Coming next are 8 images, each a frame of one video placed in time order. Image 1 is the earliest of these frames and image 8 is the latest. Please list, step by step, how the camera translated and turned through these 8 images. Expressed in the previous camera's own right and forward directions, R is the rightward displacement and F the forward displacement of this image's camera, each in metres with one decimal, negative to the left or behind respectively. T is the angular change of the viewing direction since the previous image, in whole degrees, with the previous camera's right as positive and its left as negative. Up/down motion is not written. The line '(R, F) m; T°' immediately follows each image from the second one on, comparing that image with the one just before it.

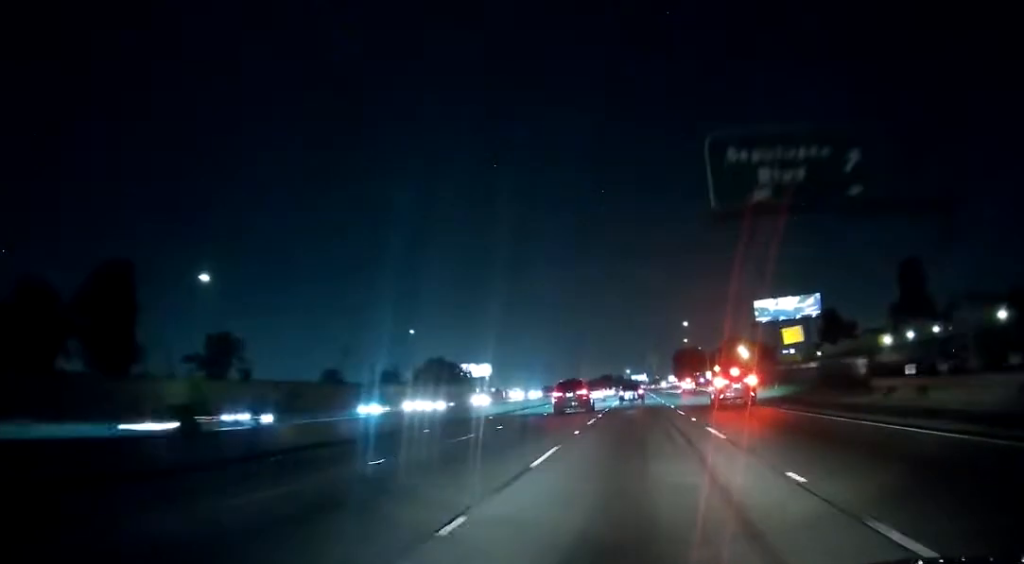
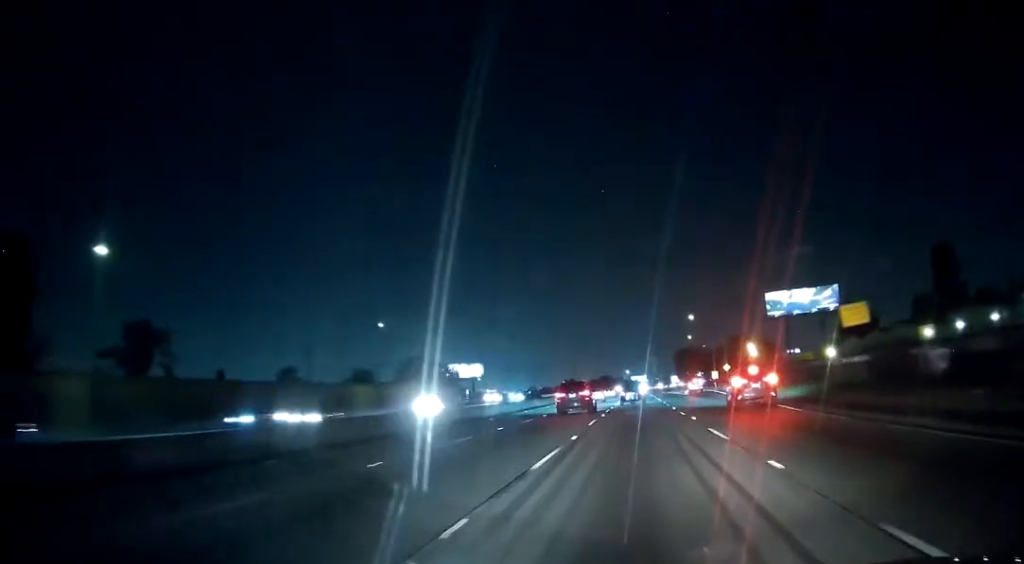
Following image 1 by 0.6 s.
(0.0, +15.3) m; 0°
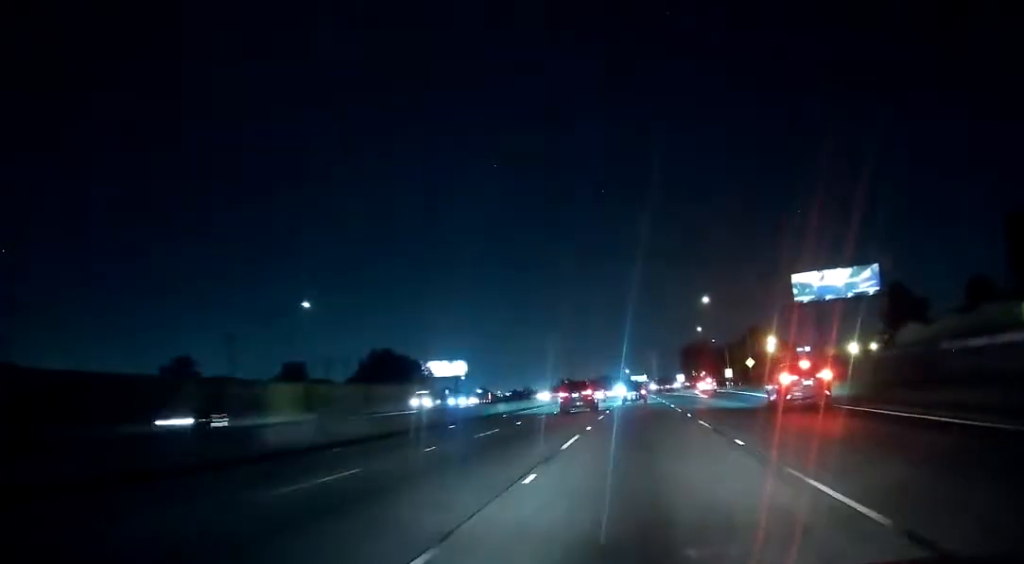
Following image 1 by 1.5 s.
(0.0, +25.4) m; -1°
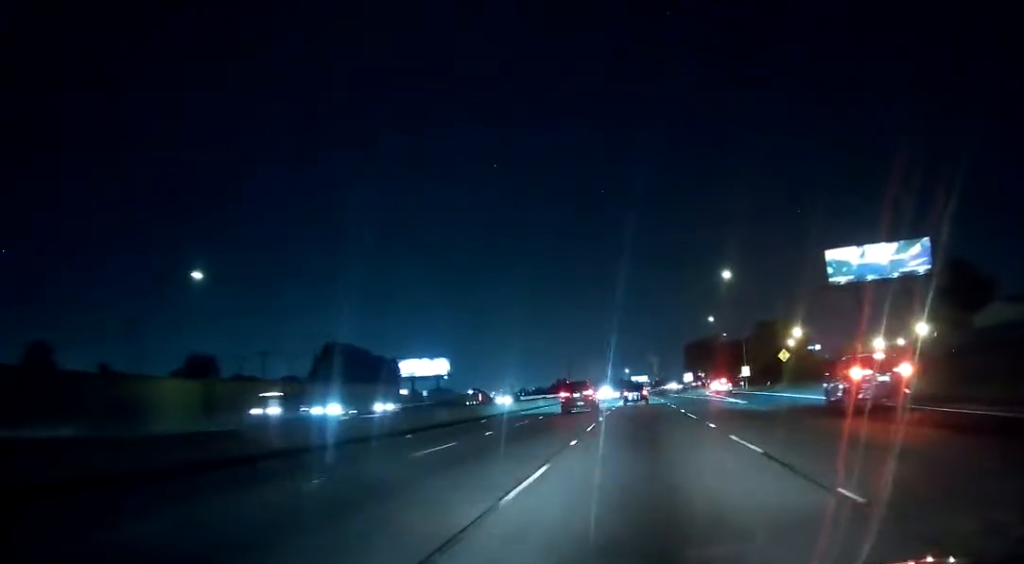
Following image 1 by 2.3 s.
(-0.4, +22.7) m; 0°
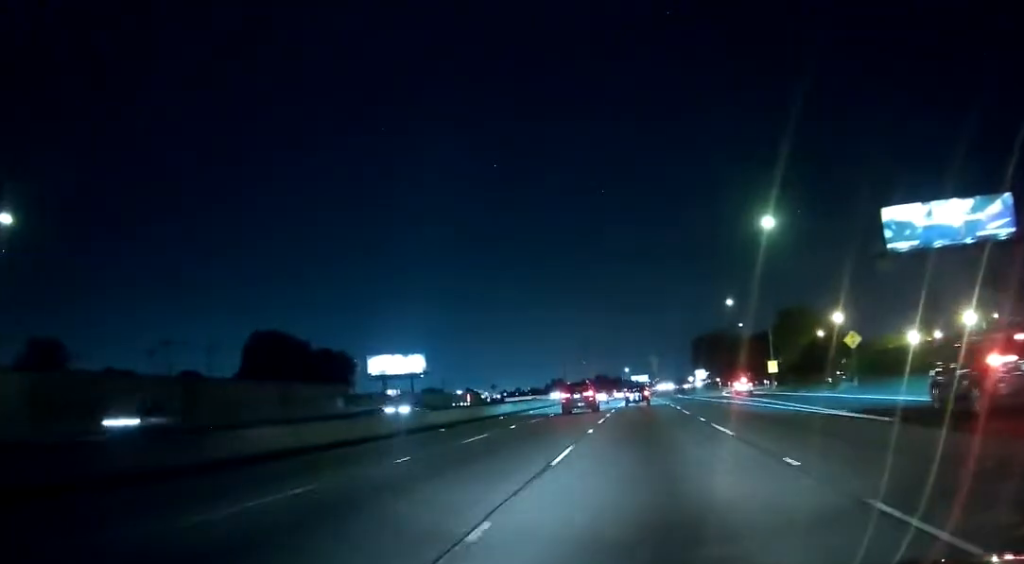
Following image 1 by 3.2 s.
(0.0, +23.8) m; +1°
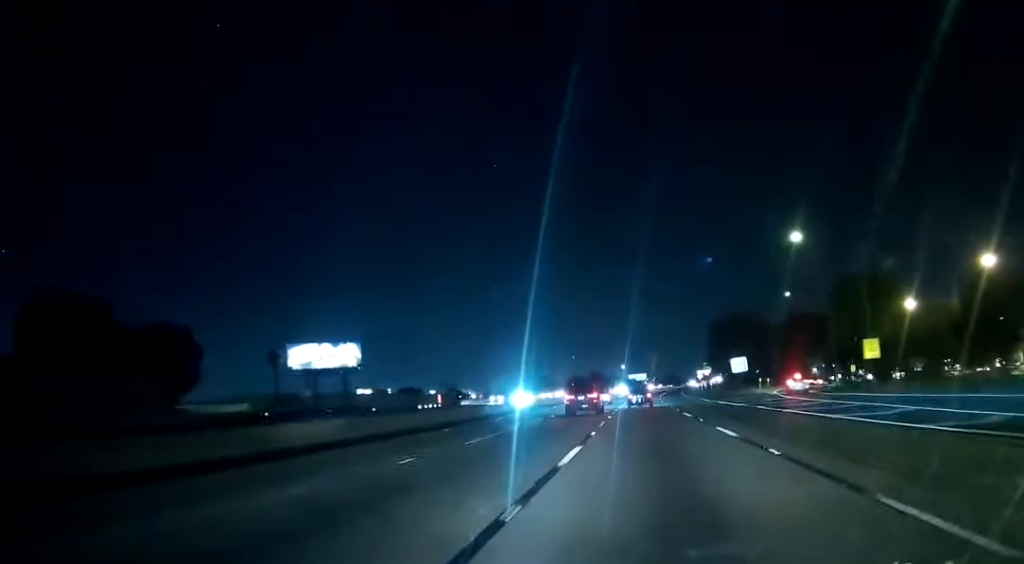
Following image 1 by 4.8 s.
(+0.6, +44.6) m; +1°
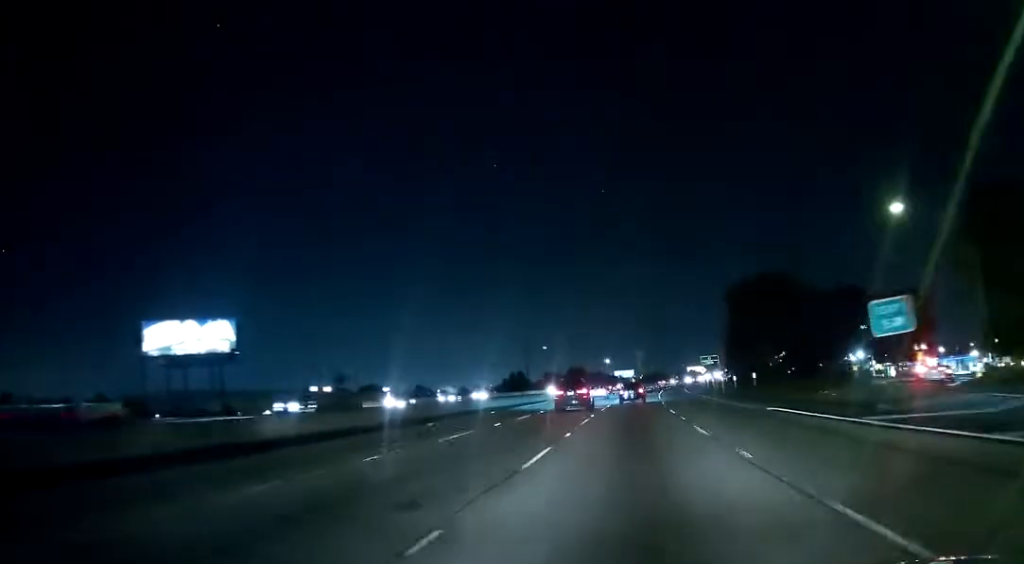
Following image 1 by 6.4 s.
(+1.0, +44.2) m; +2°
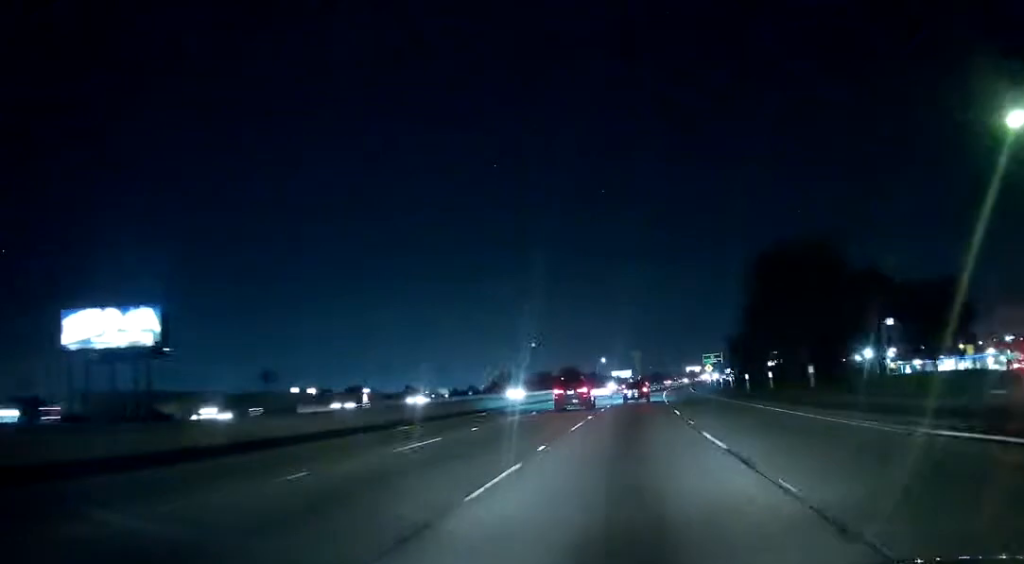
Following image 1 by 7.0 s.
(+0.1, +19.0) m; 0°
